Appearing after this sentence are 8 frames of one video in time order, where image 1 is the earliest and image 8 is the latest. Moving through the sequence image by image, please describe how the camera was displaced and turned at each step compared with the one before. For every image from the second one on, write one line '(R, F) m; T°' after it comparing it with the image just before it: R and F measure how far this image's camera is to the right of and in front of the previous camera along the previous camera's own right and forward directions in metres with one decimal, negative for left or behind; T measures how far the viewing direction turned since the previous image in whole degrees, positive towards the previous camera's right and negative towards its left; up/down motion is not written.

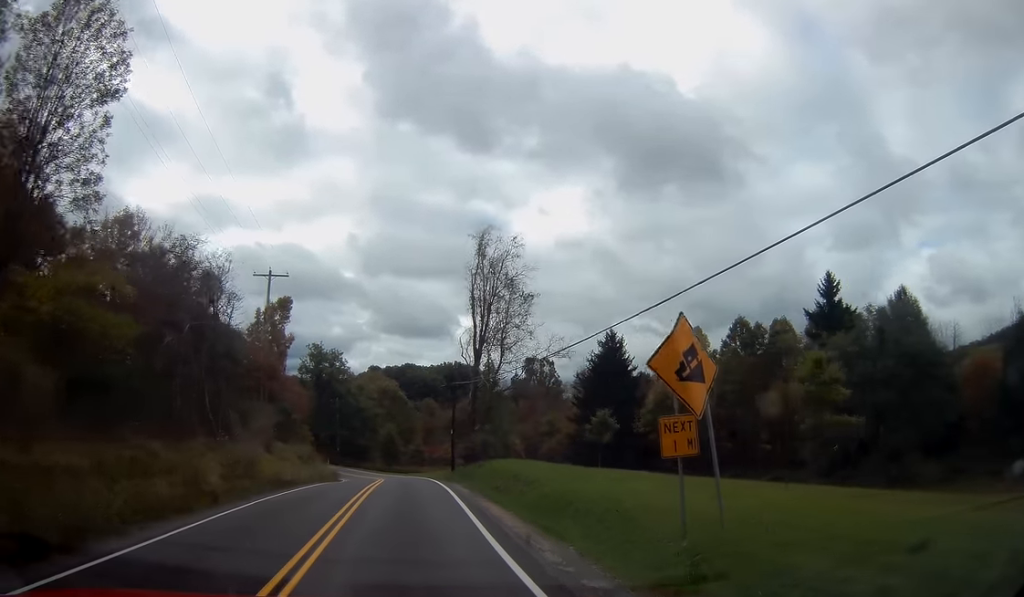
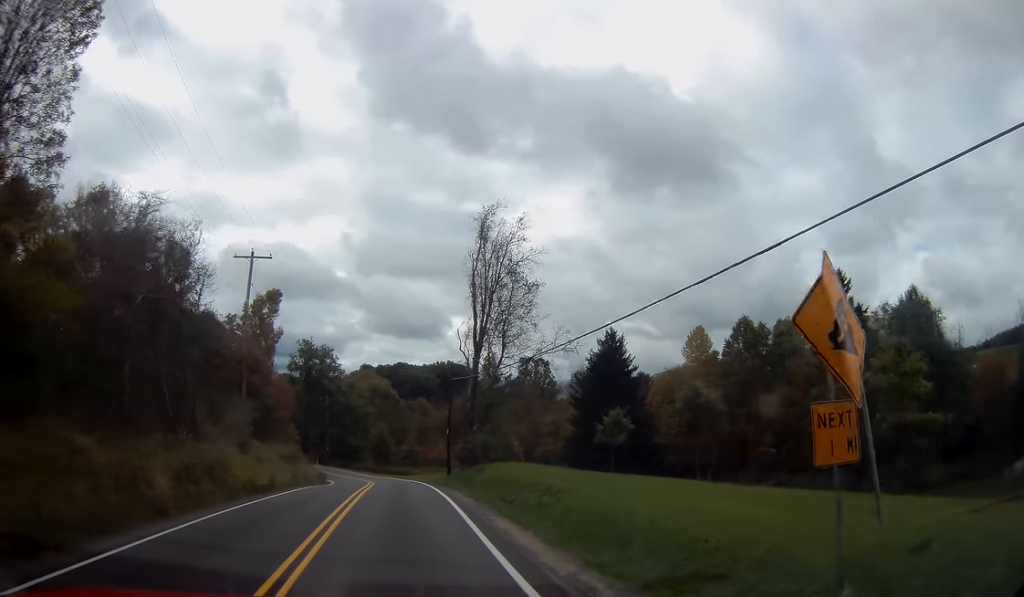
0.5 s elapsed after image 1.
(0.0, +3.9) m; 0°
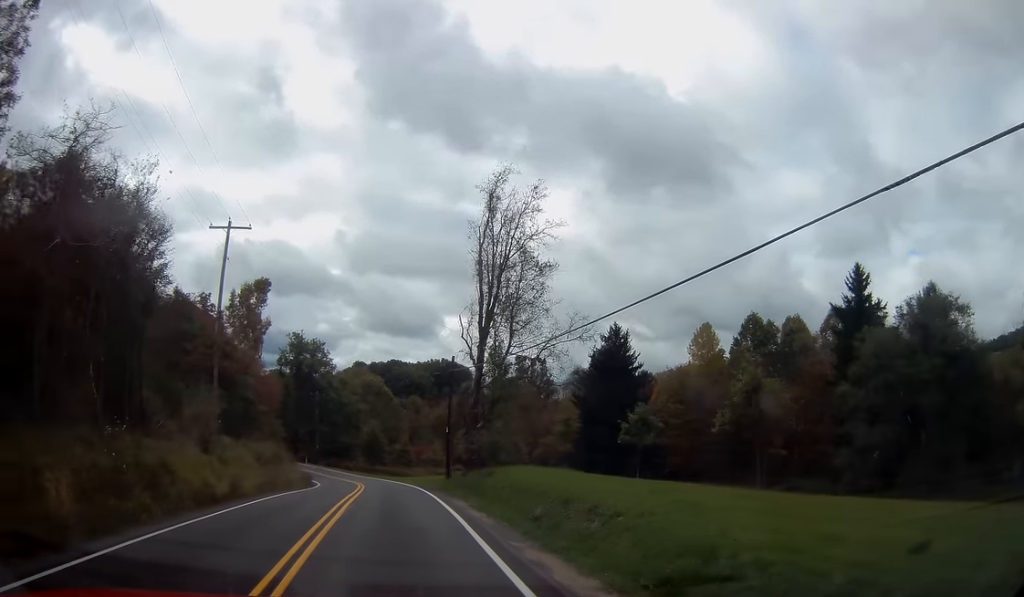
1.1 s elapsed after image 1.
(0.0, +5.0) m; +1°
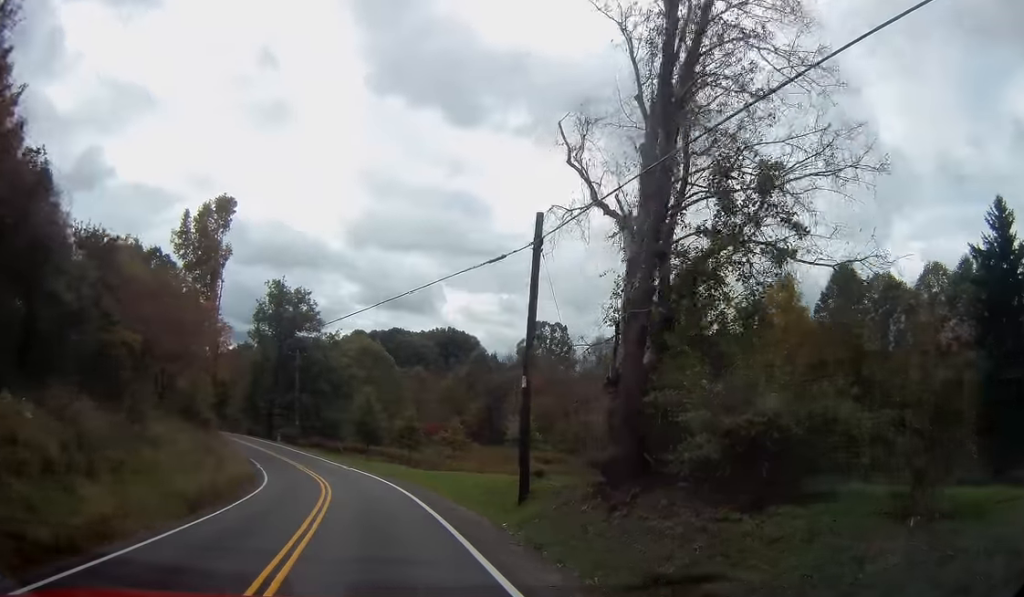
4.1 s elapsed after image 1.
(+0.1, +23.5) m; -2°
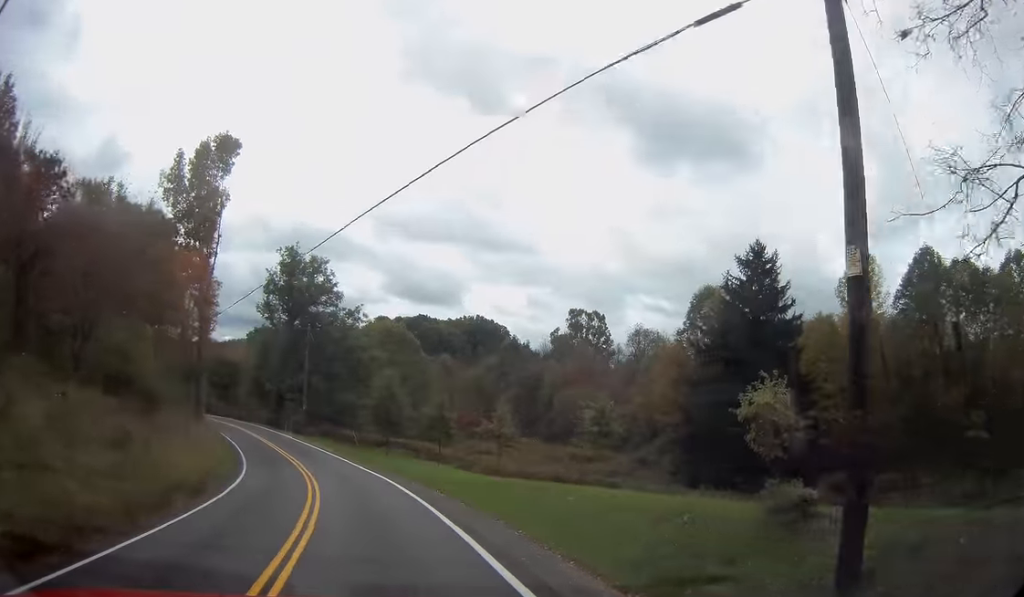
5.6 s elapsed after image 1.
(0.0, +11.4) m; 0°
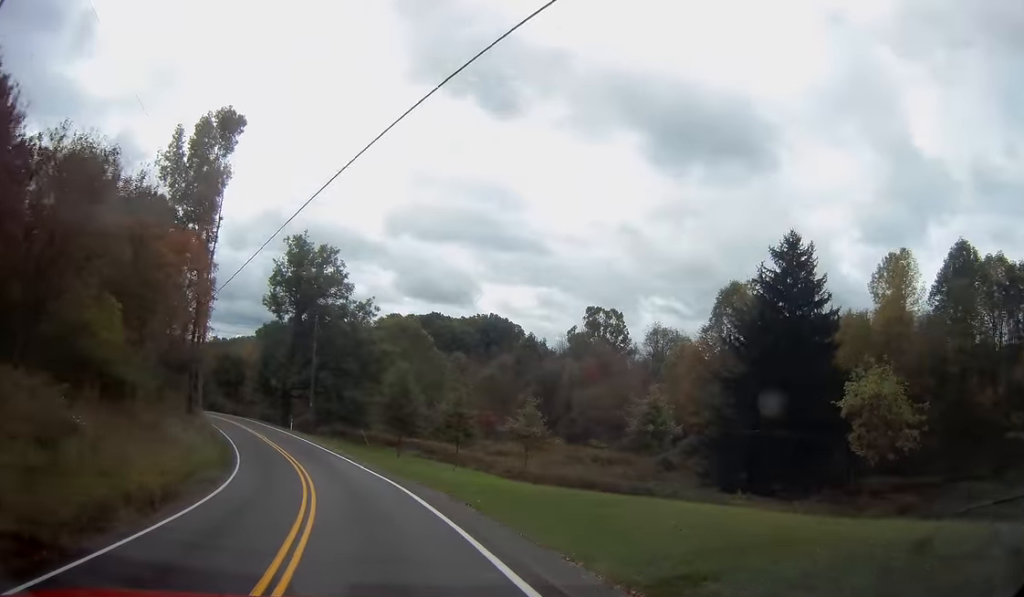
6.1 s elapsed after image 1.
(0.0, +4.2) m; -1°
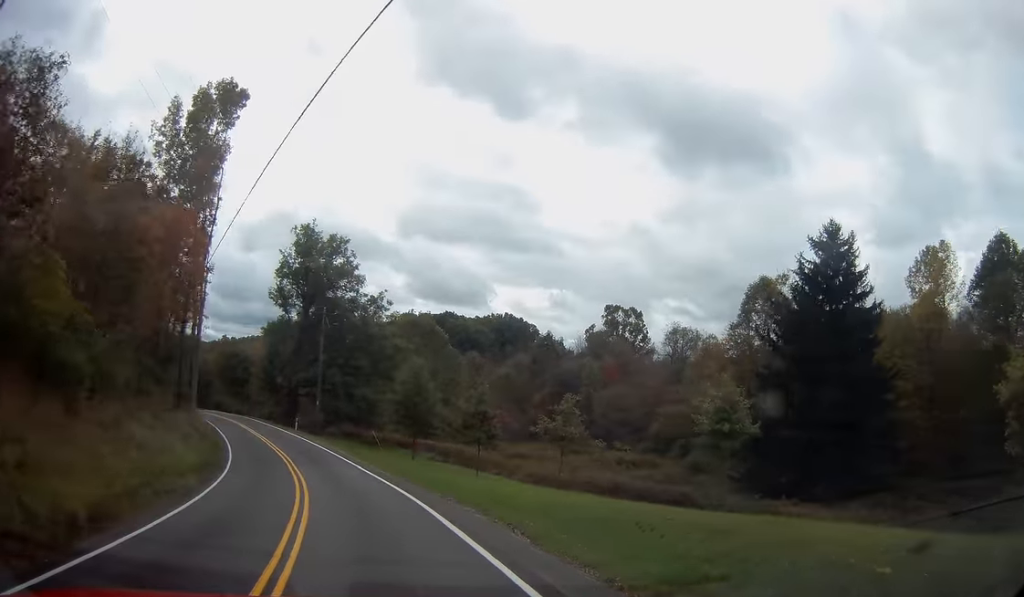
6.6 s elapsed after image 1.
(+0.1, +4.5) m; -1°
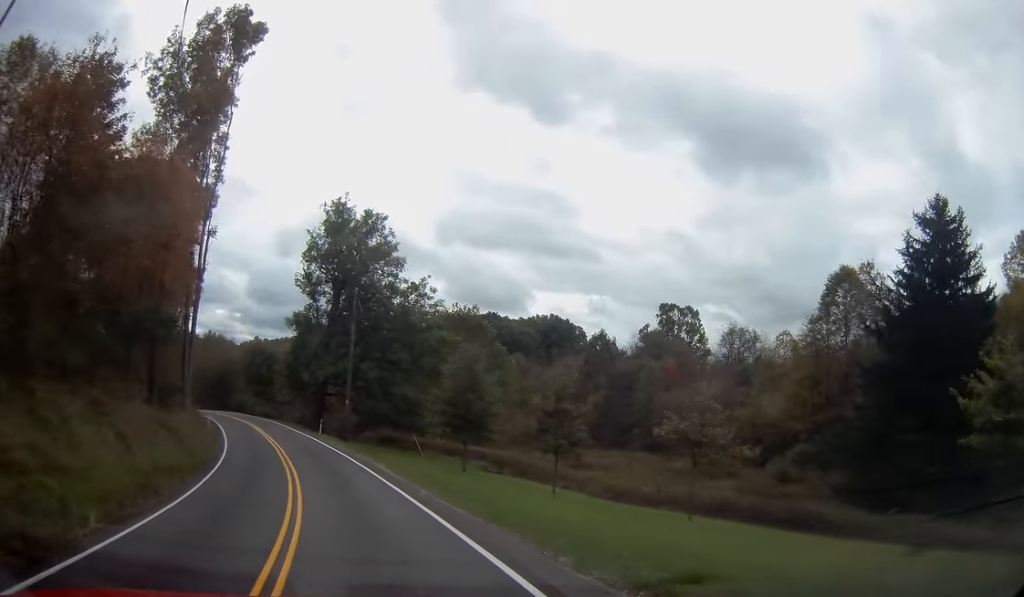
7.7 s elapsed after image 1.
(-0.4, +9.6) m; -3°
